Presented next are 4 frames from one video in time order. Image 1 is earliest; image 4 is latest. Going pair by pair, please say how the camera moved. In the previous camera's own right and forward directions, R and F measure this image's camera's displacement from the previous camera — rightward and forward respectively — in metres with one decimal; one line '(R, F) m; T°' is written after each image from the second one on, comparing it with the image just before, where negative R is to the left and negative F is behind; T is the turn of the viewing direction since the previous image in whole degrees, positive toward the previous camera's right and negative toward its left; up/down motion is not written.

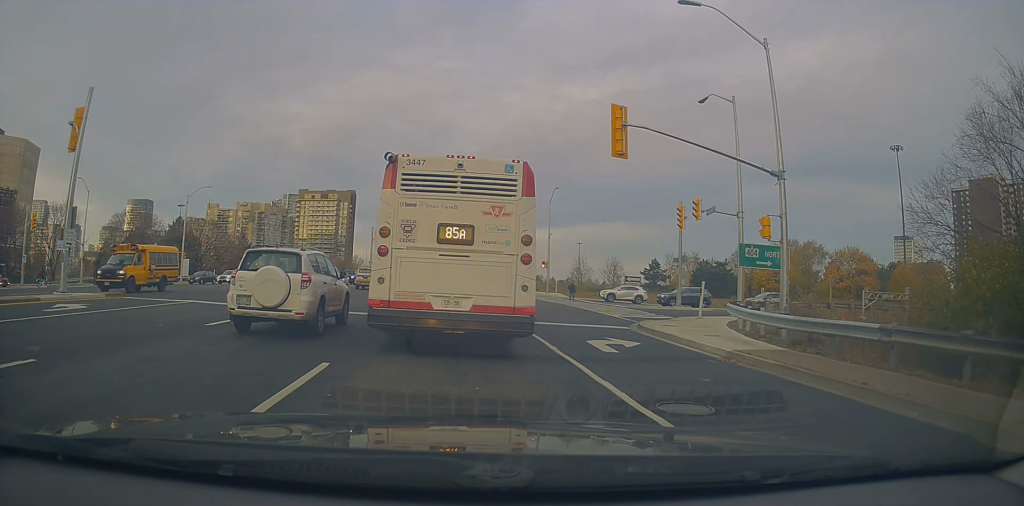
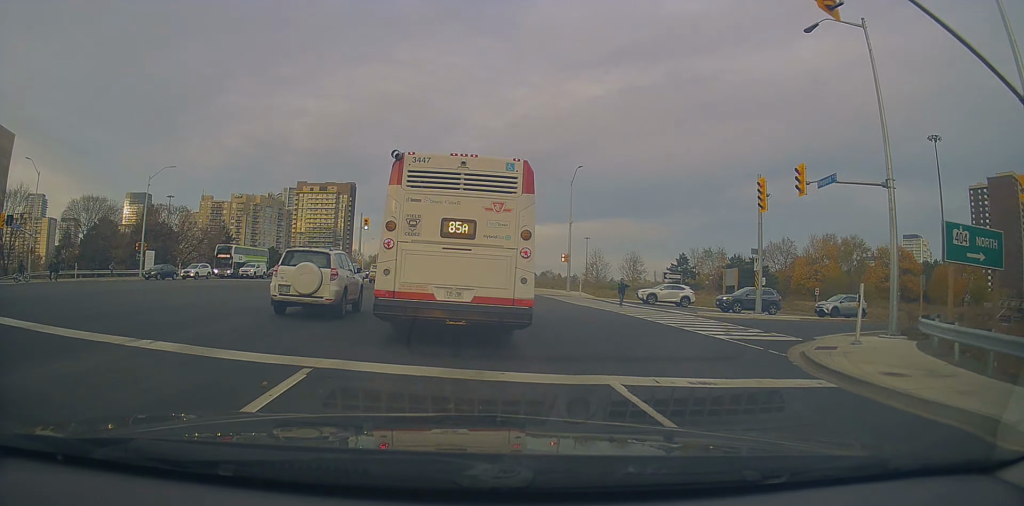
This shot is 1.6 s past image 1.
(+0.3, +9.2) m; 0°
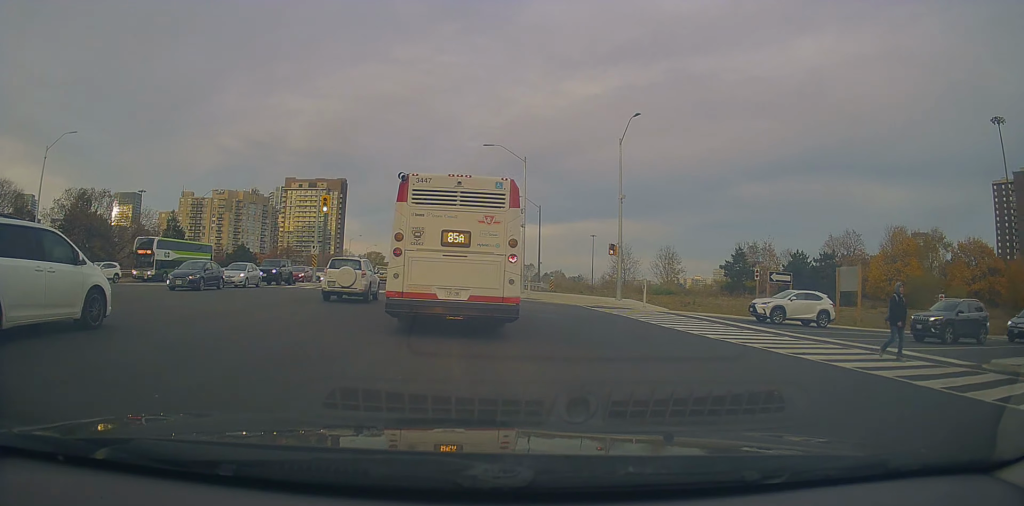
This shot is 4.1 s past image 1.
(0.0, +17.5) m; -1°
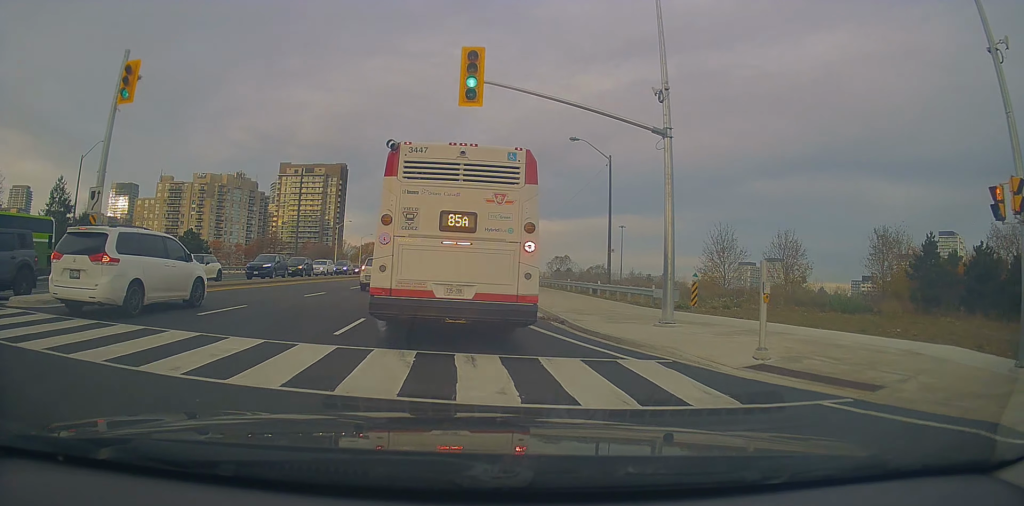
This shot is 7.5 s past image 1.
(+0.6, +29.1) m; +3°
